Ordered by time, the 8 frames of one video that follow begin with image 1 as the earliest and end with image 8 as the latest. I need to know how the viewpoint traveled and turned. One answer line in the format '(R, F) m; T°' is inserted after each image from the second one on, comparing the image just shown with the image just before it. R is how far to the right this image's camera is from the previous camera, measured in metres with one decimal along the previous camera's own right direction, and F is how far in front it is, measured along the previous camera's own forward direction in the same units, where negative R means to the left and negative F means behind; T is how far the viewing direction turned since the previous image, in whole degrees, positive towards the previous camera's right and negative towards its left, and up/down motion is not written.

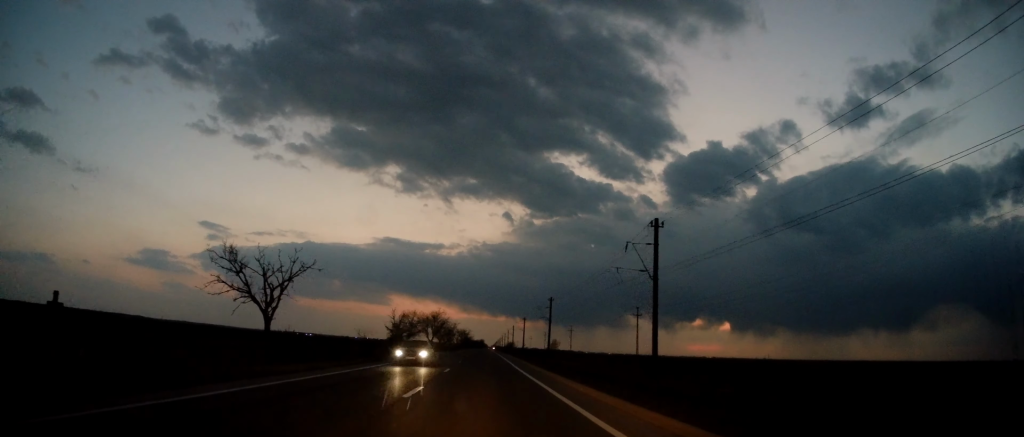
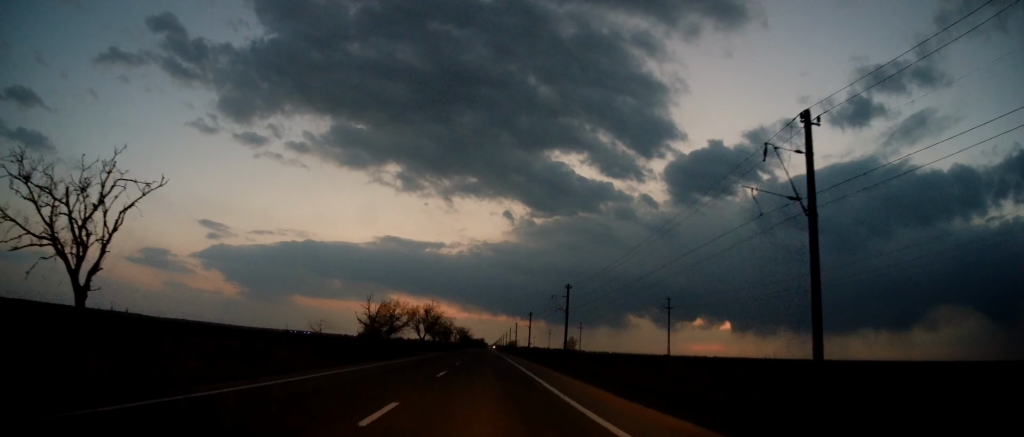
(0.0, +16.6) m; 0°
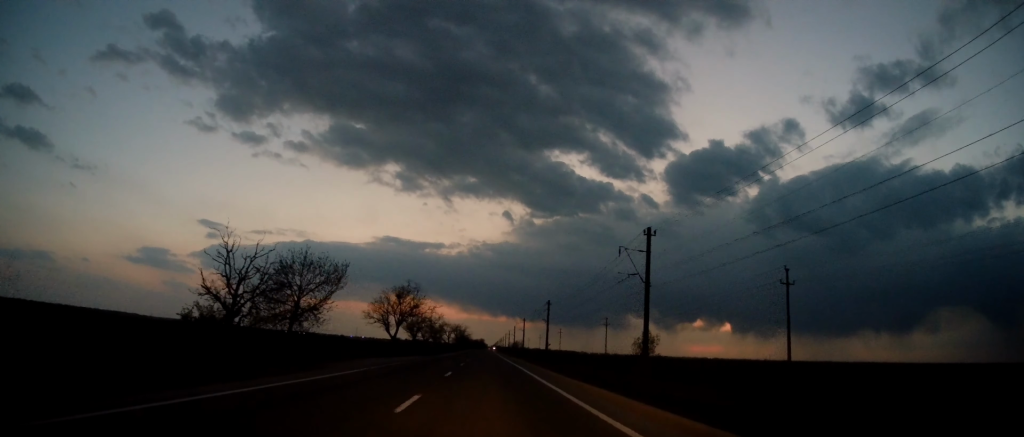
(-0.1, +33.2) m; -1°
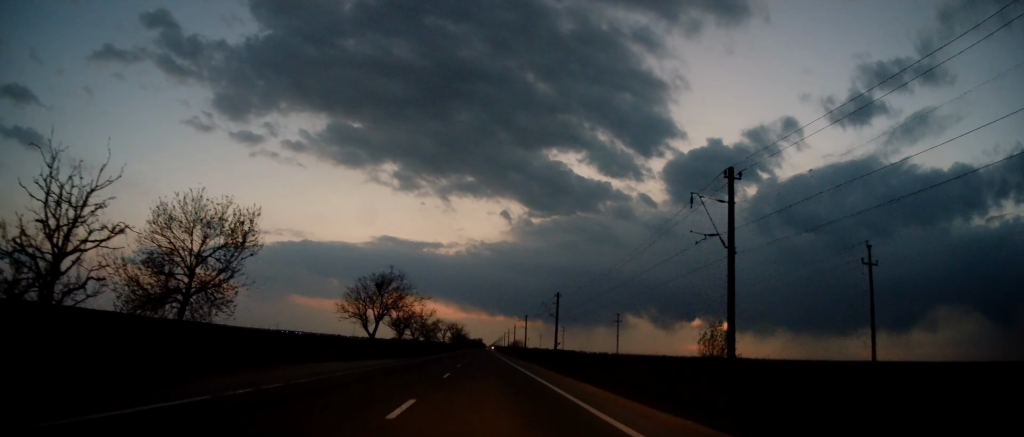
(-0.3, +12.2) m; 0°
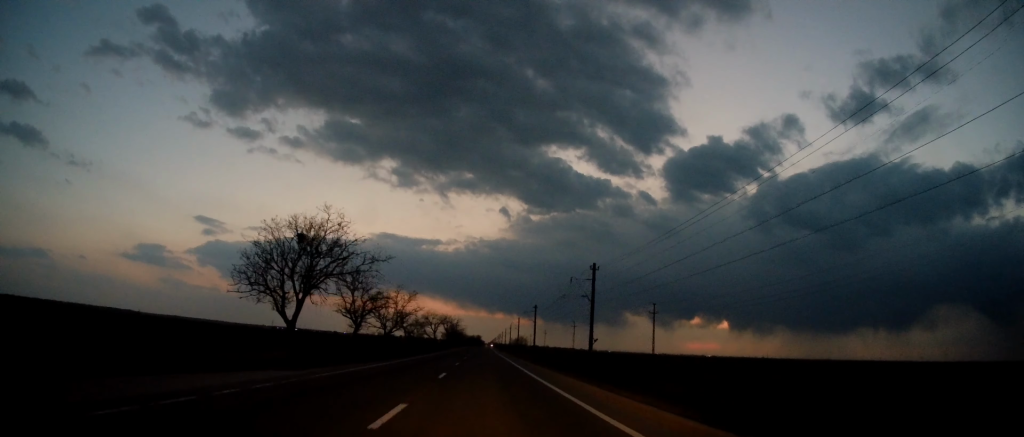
(0.0, +24.5) m; +1°
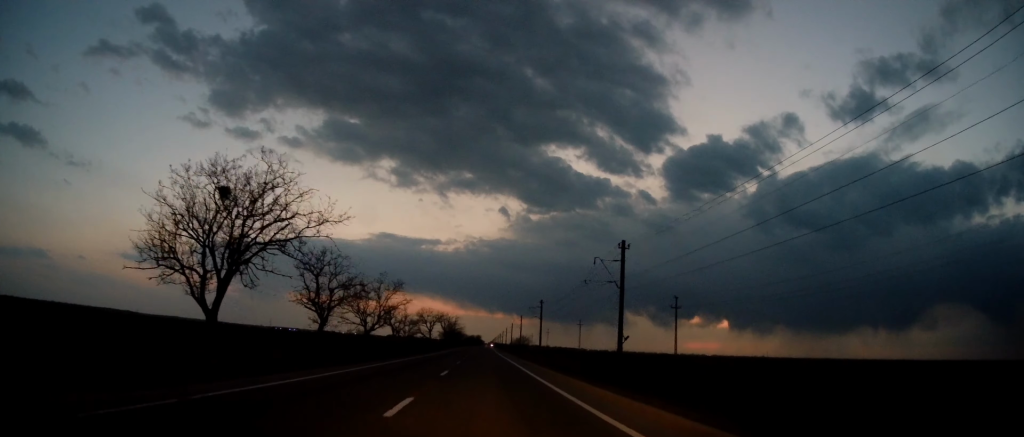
(+0.1, +10.5) m; 0°
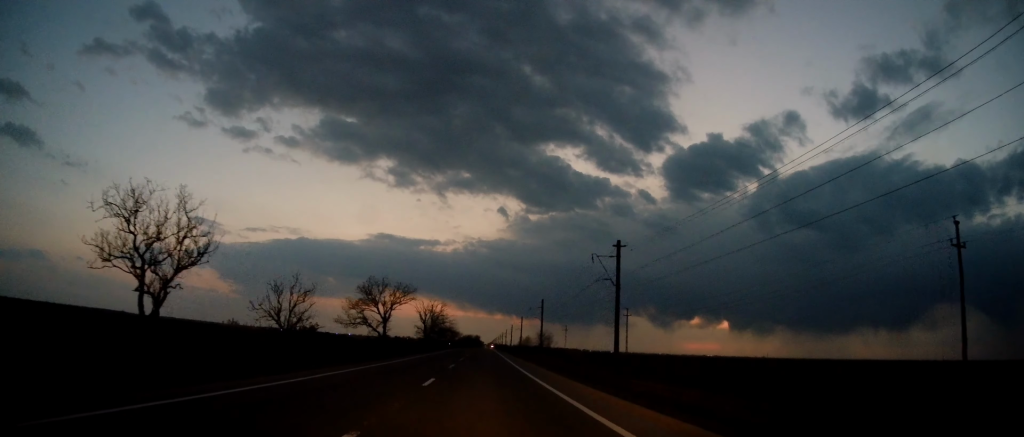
(+0.1, +51.6) m; 0°
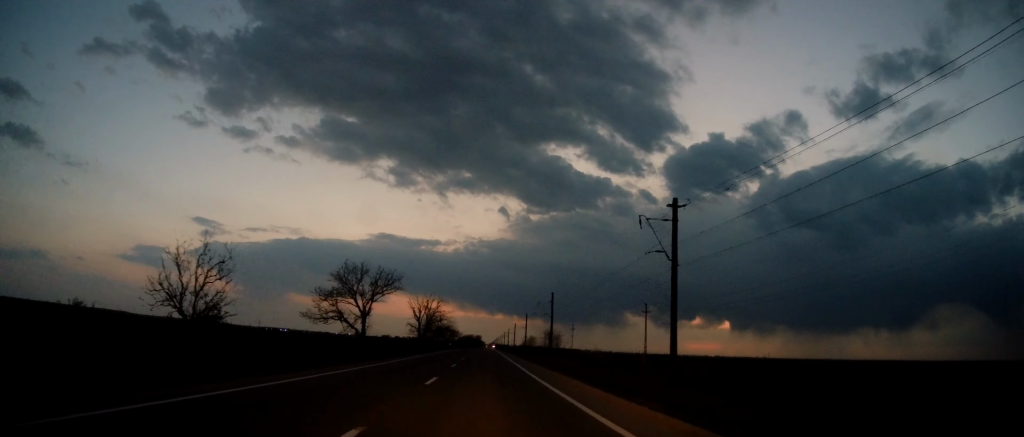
(0.0, +11.4) m; 0°
